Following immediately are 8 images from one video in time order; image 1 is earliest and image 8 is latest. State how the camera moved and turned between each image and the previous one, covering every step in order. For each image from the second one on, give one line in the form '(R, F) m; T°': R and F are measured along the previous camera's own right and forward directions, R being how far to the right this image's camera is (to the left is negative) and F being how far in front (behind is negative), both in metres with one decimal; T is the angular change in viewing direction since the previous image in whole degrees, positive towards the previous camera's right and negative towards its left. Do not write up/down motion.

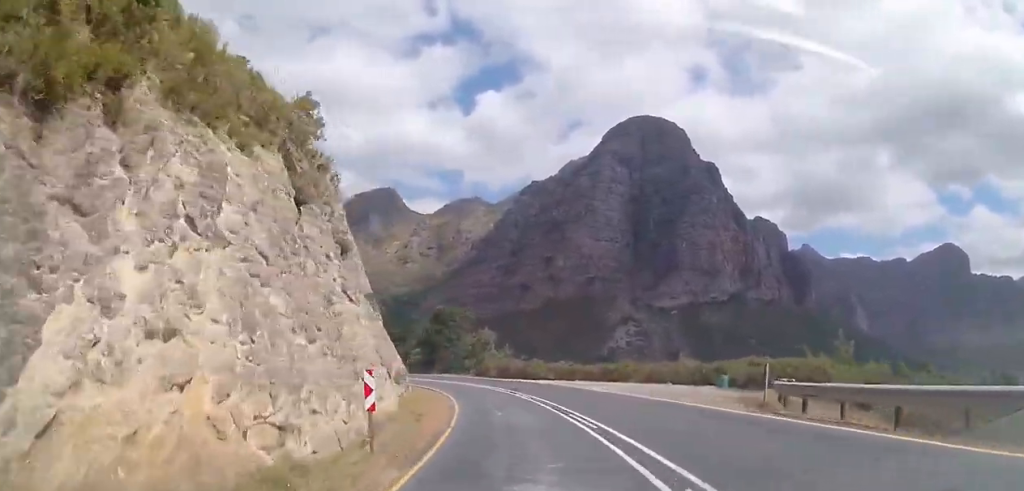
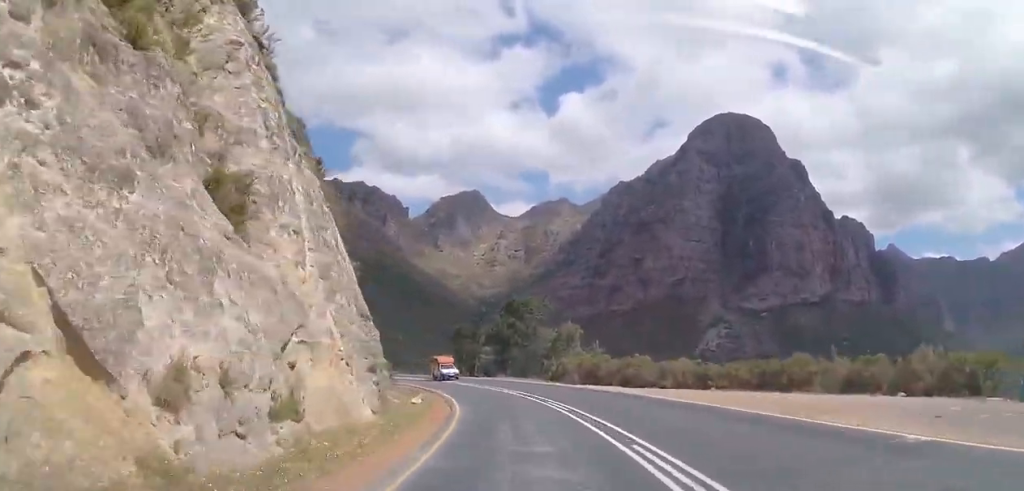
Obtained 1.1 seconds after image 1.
(-1.3, +19.5) m; -8°
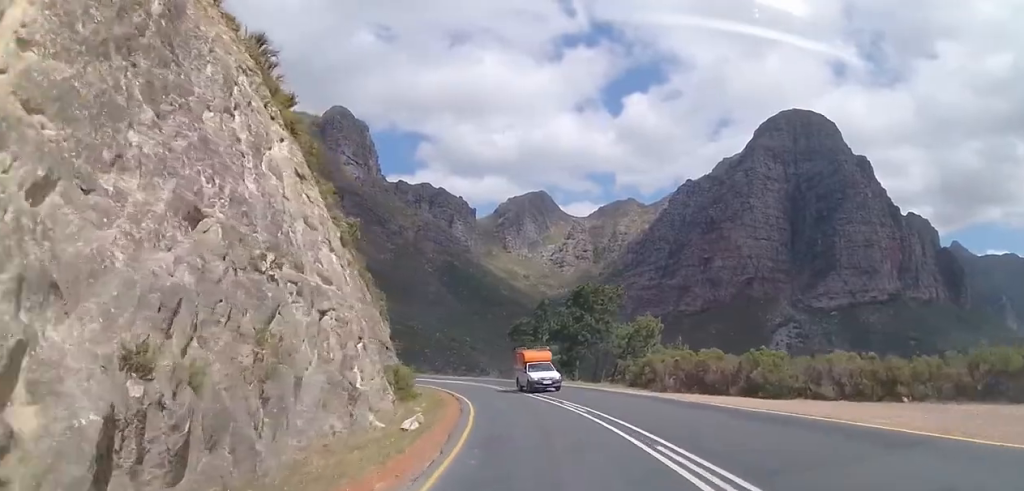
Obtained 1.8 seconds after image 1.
(-0.7, +12.0) m; -7°
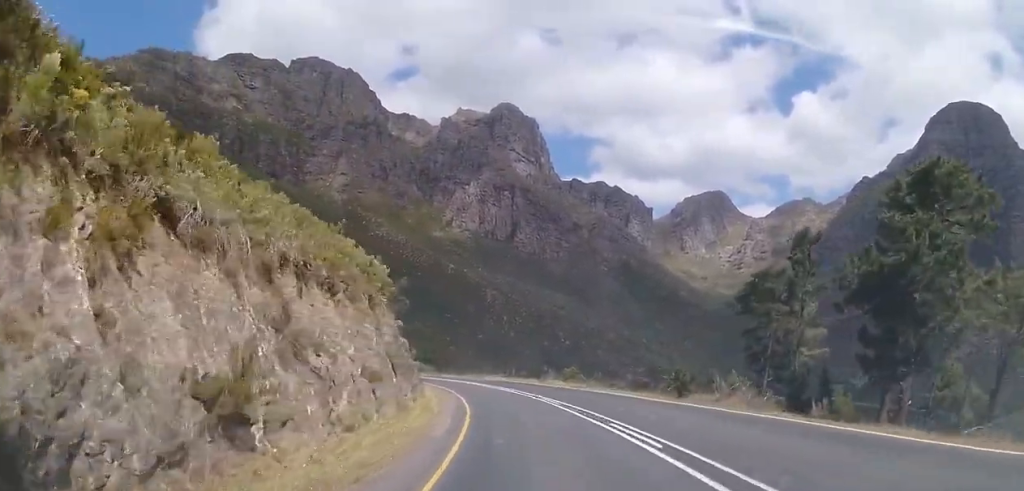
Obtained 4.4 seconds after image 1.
(-7.7, +43.0) m; -17°
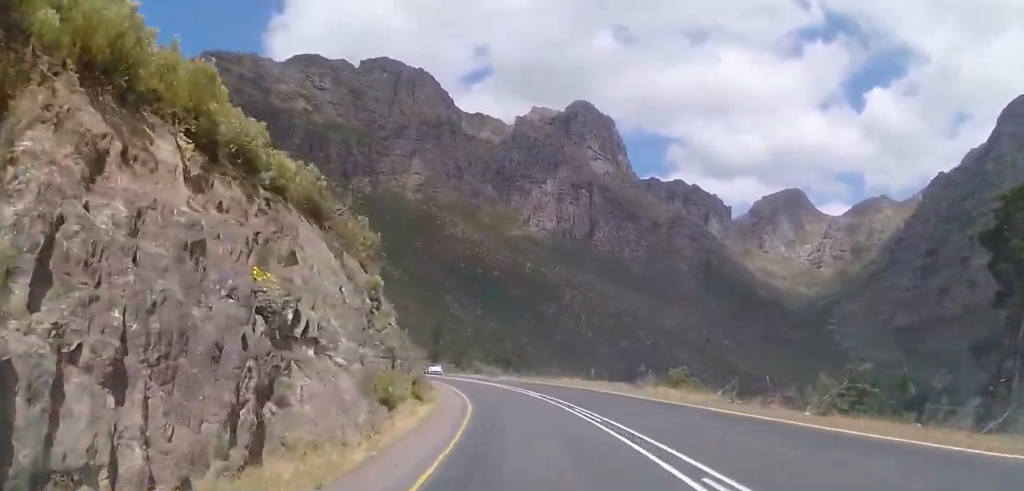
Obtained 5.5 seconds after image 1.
(-0.8, +18.9) m; -5°
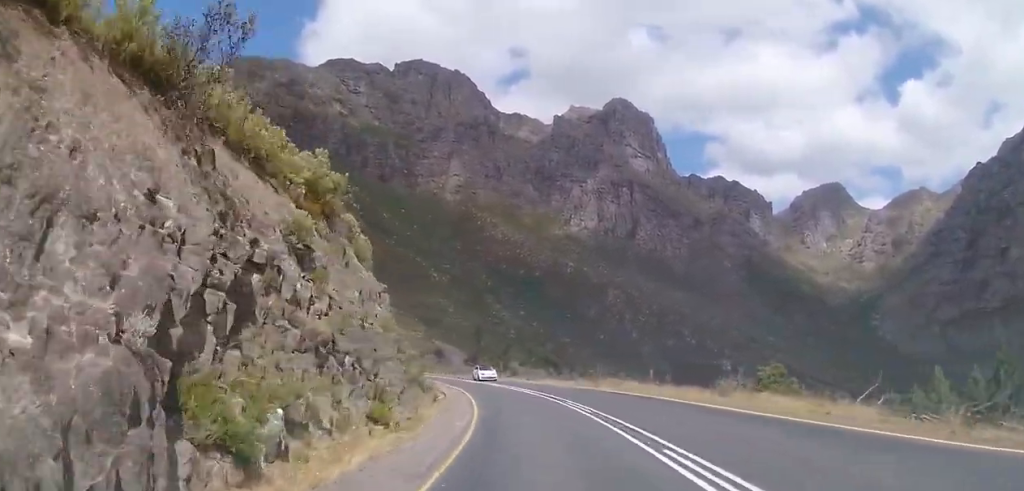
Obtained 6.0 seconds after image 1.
(+0.3, +9.3) m; -4°
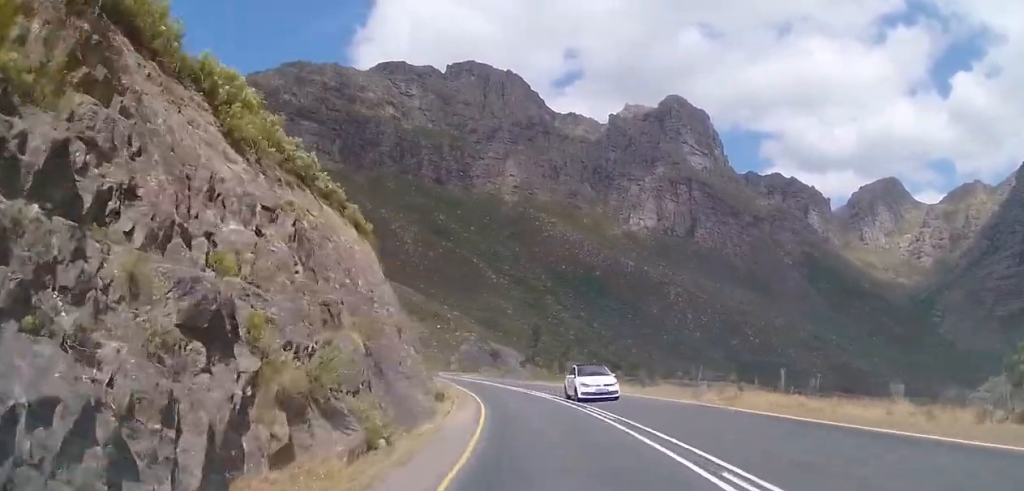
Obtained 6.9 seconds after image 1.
(-1.4, +15.2) m; -10°
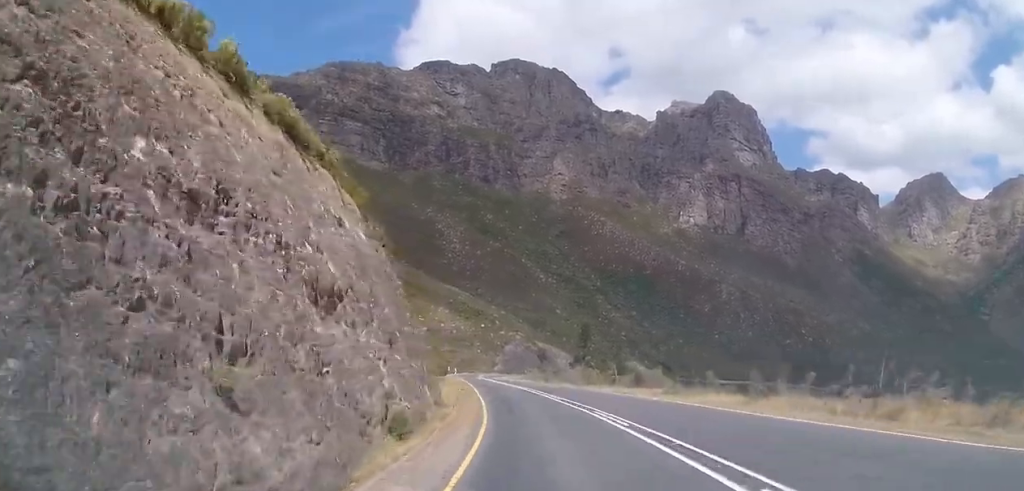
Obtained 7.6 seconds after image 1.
(-1.1, +13.0) m; -5°
